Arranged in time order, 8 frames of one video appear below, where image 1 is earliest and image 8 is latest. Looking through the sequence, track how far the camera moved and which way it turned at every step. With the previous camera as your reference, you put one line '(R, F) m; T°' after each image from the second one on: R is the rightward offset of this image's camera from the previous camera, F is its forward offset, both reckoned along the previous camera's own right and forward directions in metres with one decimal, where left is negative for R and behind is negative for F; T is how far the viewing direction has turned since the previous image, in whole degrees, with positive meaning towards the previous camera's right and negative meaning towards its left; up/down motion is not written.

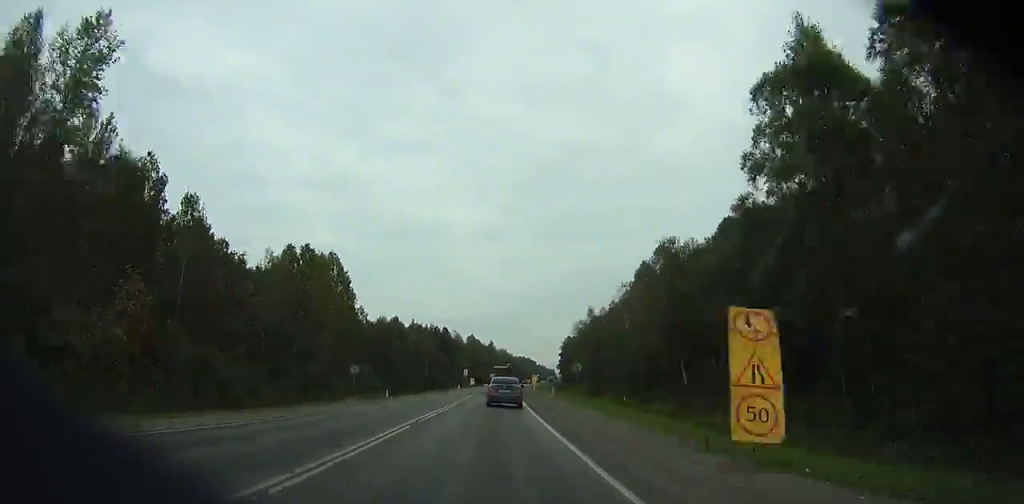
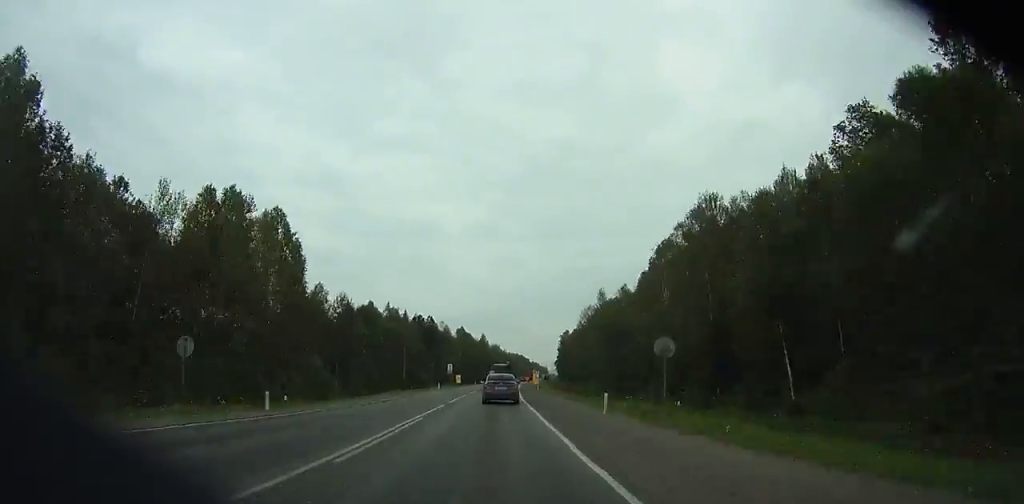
(-0.2, +22.4) m; +1°
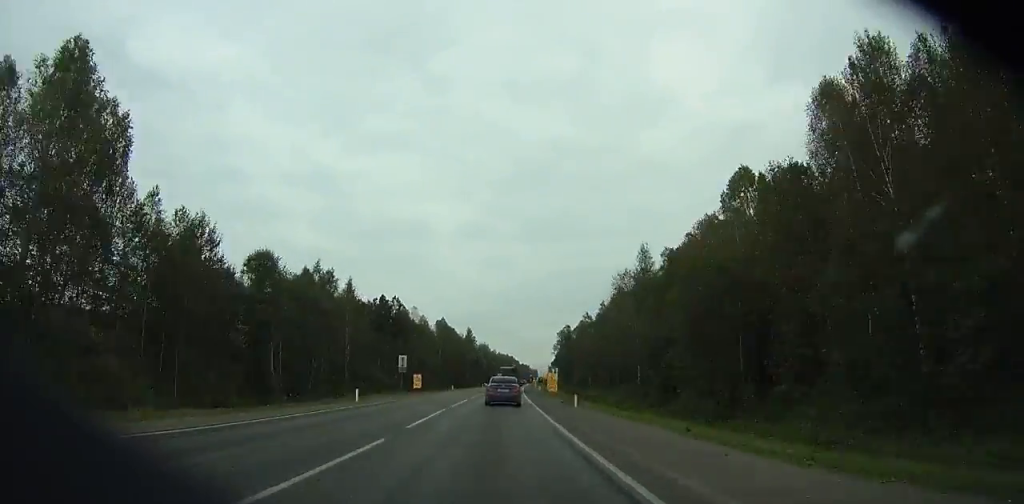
(+0.8, +38.7) m; +1°
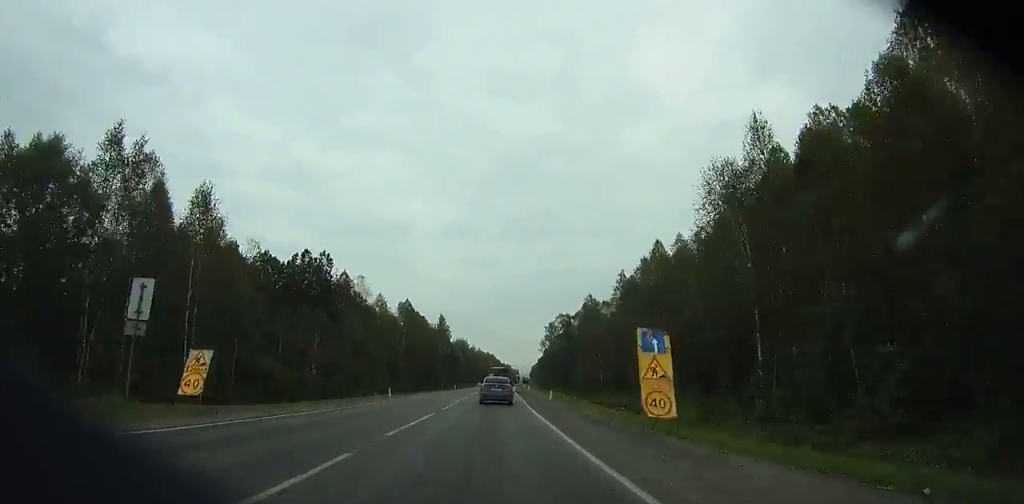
(+0.4, +38.5) m; +1°
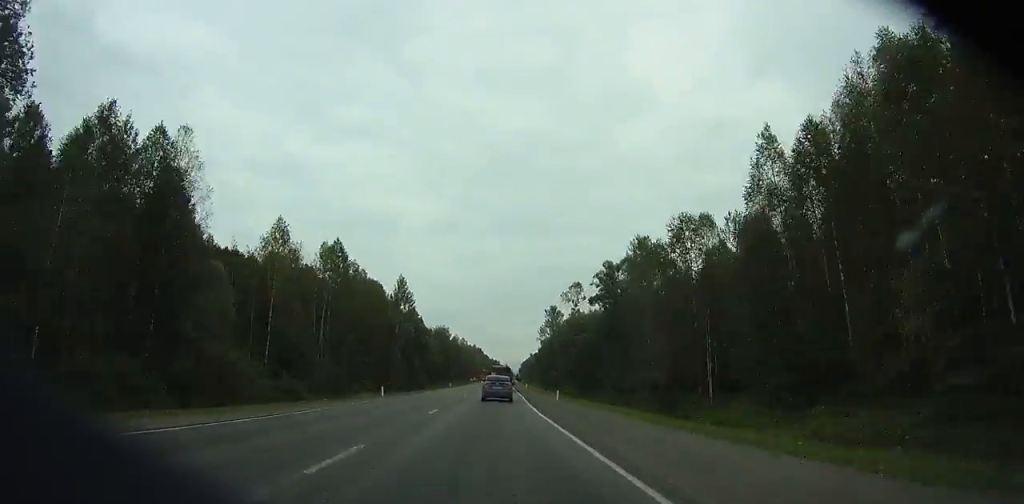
(+0.5, +54.9) m; +1°
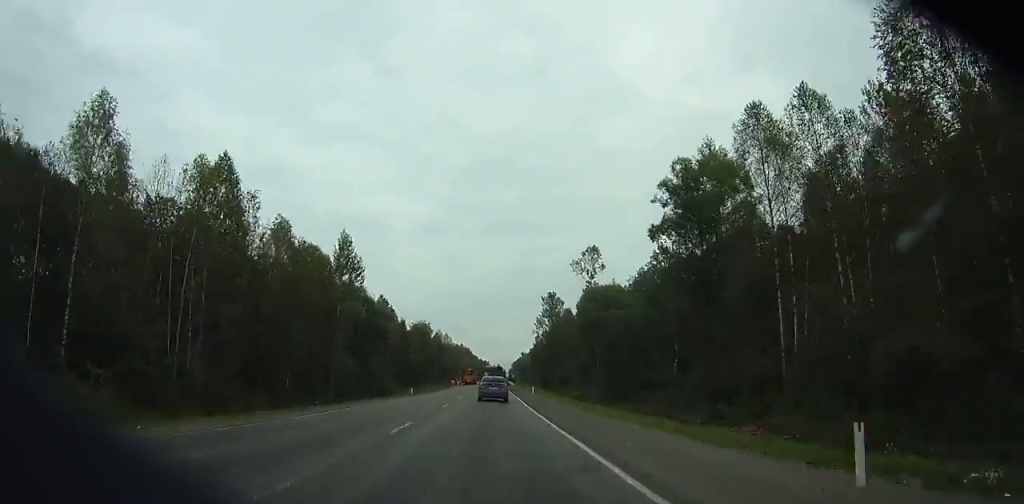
(+0.6, +34.9) m; +1°
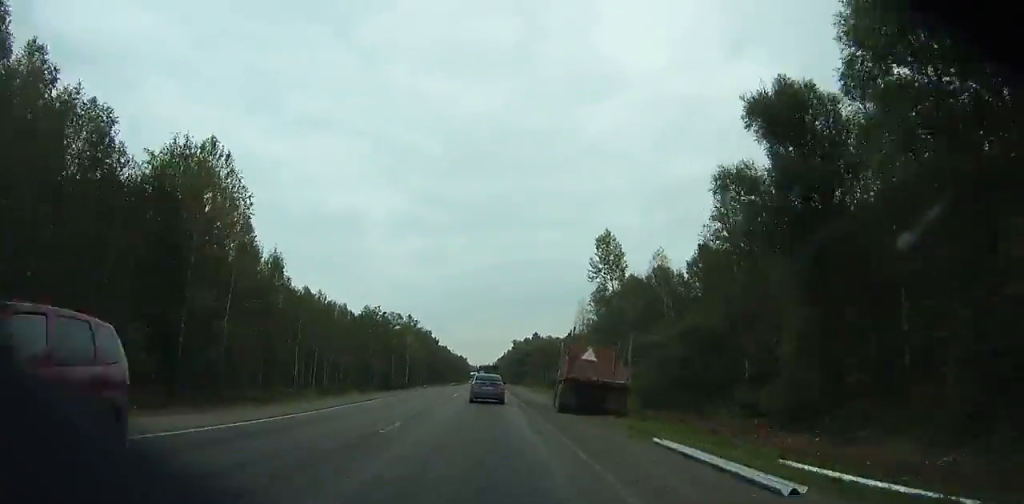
(+2.0, +180.6) m; +1°
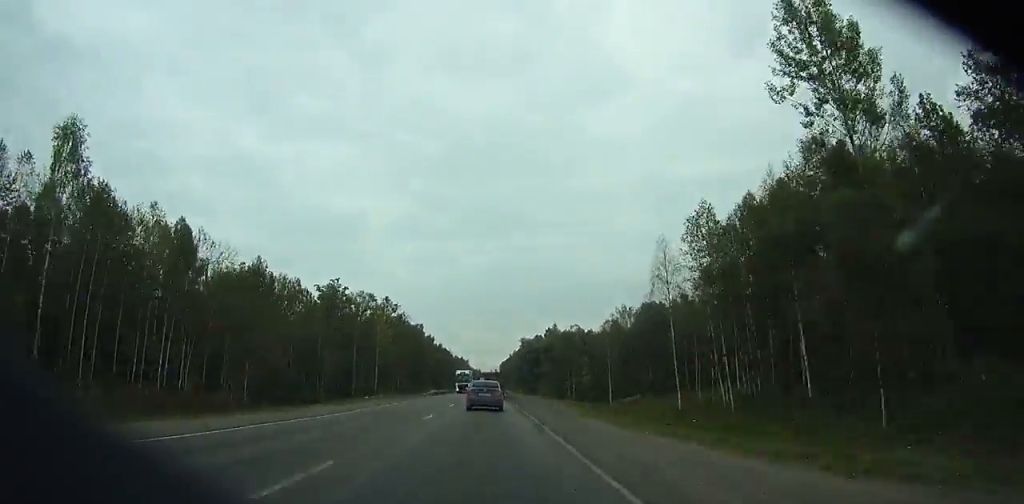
(0.0, +53.6) m; 0°
